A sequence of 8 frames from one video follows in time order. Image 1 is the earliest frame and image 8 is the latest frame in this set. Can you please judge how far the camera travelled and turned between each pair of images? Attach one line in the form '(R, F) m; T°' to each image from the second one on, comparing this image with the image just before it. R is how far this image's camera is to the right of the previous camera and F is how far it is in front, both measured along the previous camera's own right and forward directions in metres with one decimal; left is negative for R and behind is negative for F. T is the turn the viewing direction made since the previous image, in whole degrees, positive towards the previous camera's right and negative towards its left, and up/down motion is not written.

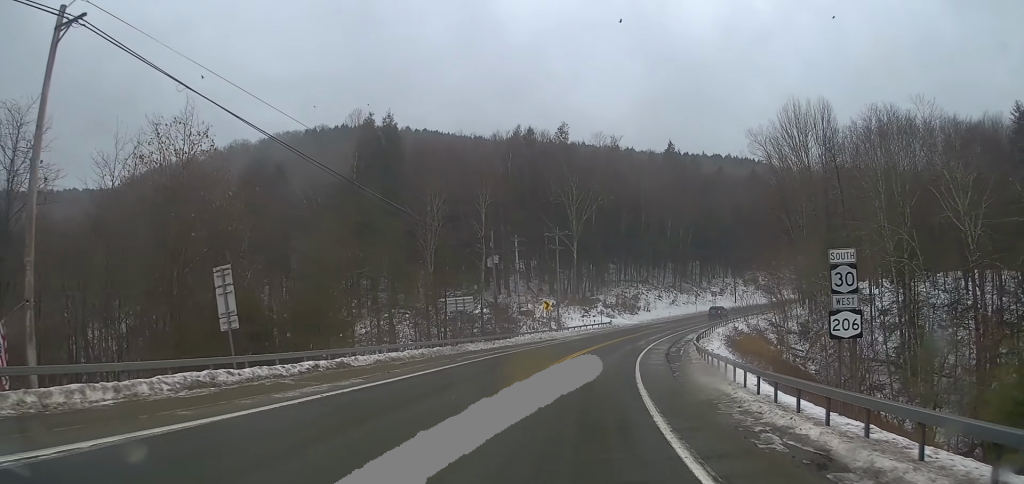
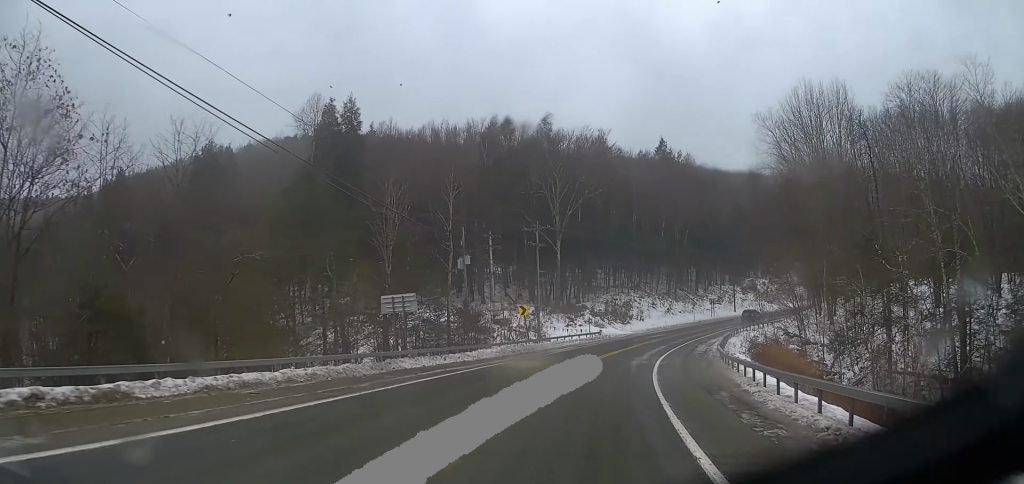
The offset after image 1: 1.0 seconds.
(-0.1, +10.7) m; -1°
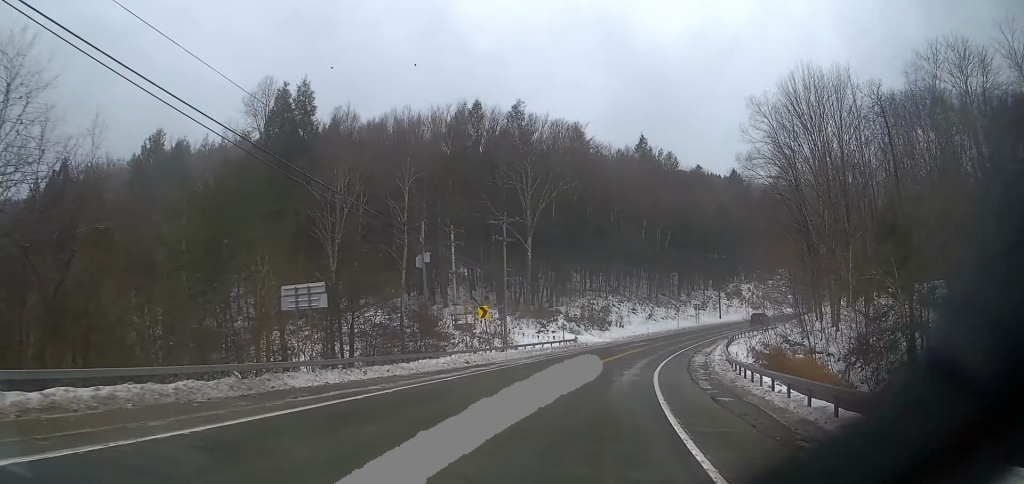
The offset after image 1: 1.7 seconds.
(-0.1, +7.7) m; 0°
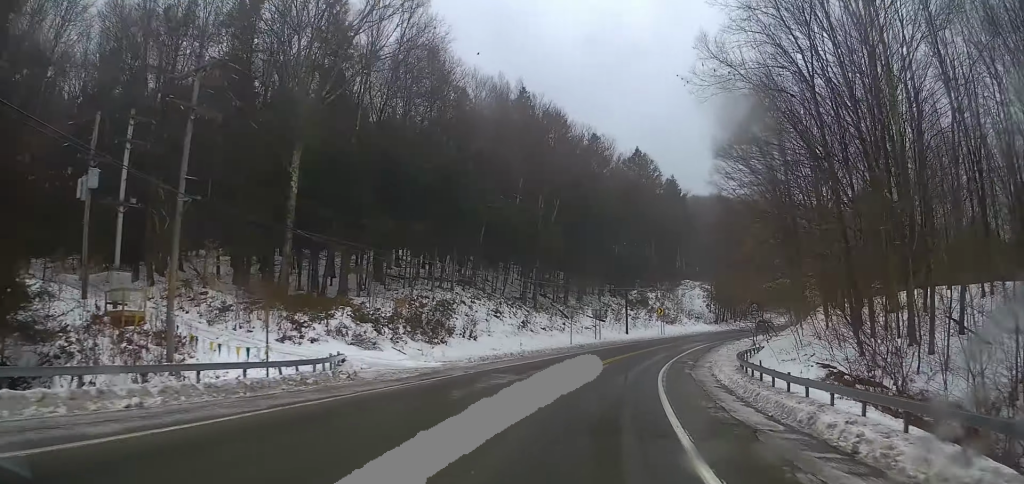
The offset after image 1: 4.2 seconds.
(+2.5, +34.6) m; +9°
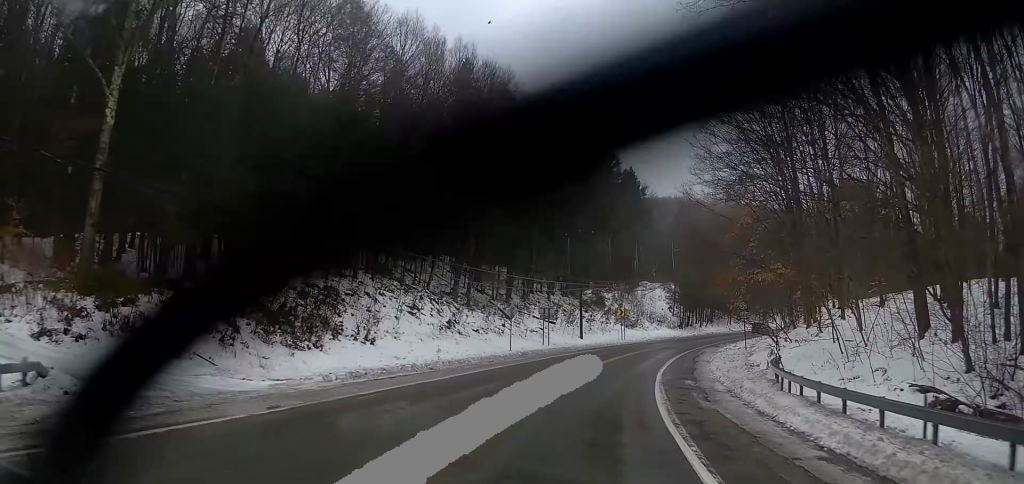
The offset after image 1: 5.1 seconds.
(+0.3, +12.9) m; +2°
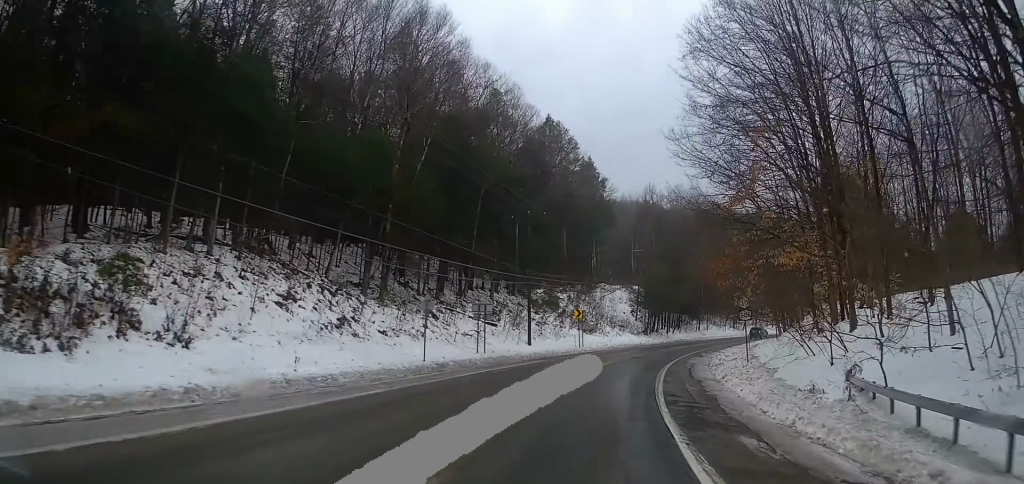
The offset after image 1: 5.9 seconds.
(+0.1, +12.8) m; +2°
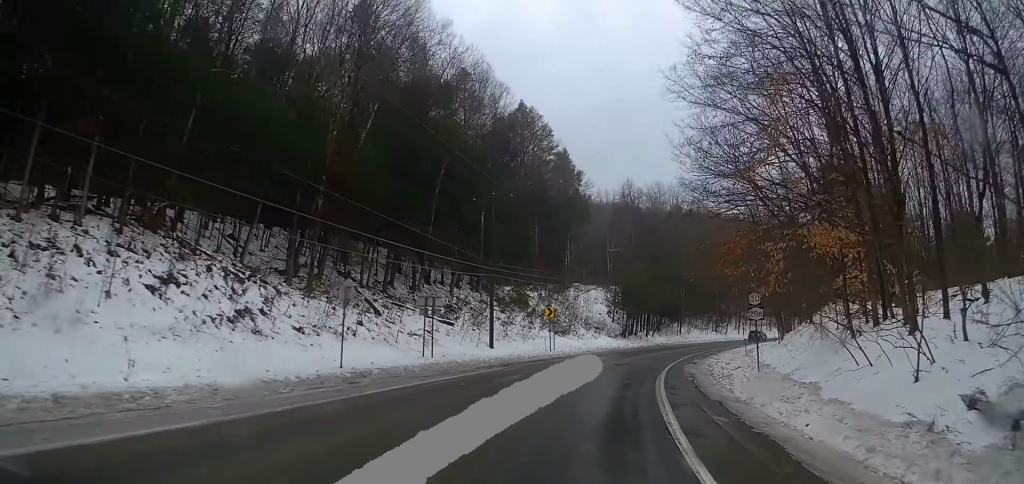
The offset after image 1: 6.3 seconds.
(0.0, +7.6) m; +1°
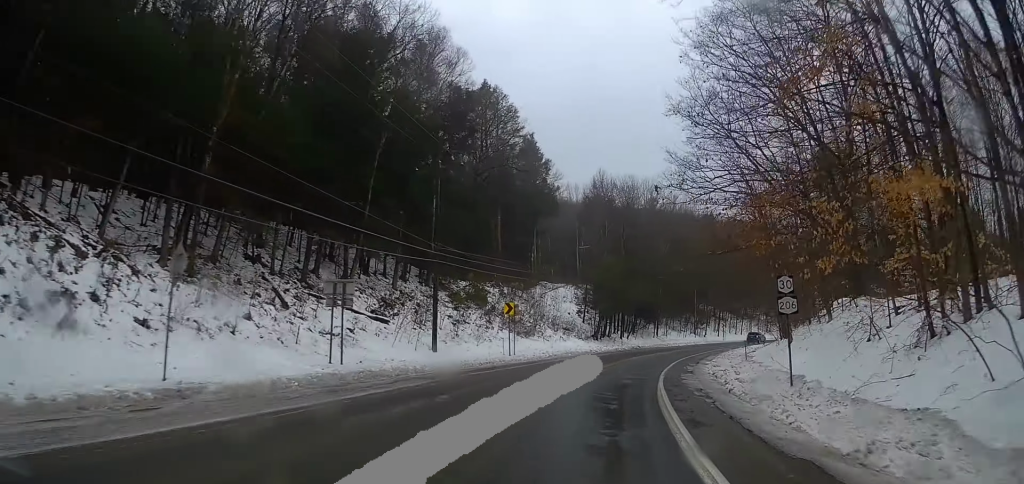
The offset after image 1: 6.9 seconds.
(+0.2, +8.7) m; +1°
